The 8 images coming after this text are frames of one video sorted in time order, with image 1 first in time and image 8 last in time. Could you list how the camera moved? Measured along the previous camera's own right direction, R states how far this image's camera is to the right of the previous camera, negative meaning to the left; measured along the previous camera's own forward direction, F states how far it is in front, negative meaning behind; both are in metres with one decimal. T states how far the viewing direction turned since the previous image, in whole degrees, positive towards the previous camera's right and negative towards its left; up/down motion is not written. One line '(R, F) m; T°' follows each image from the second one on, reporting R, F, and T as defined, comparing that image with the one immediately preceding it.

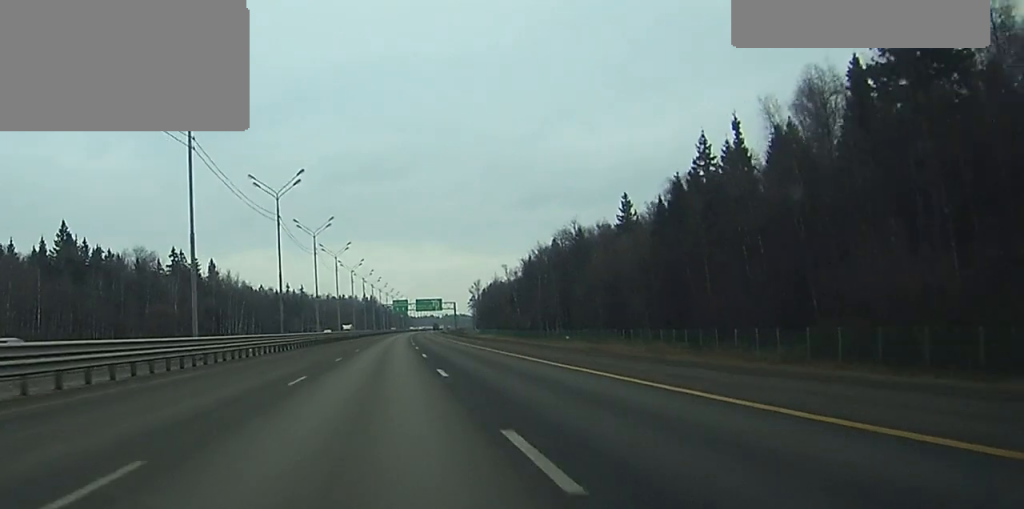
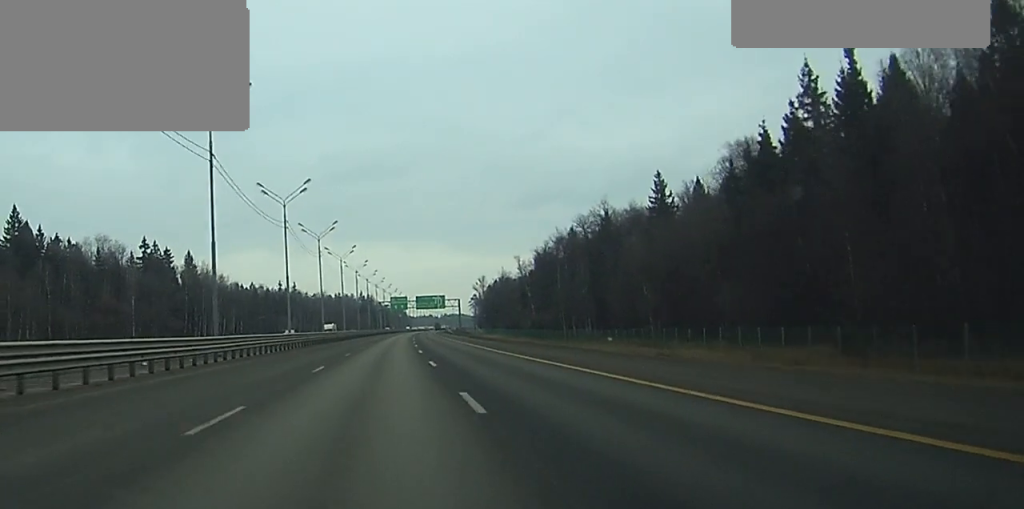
(+0.1, +26.3) m; 0°
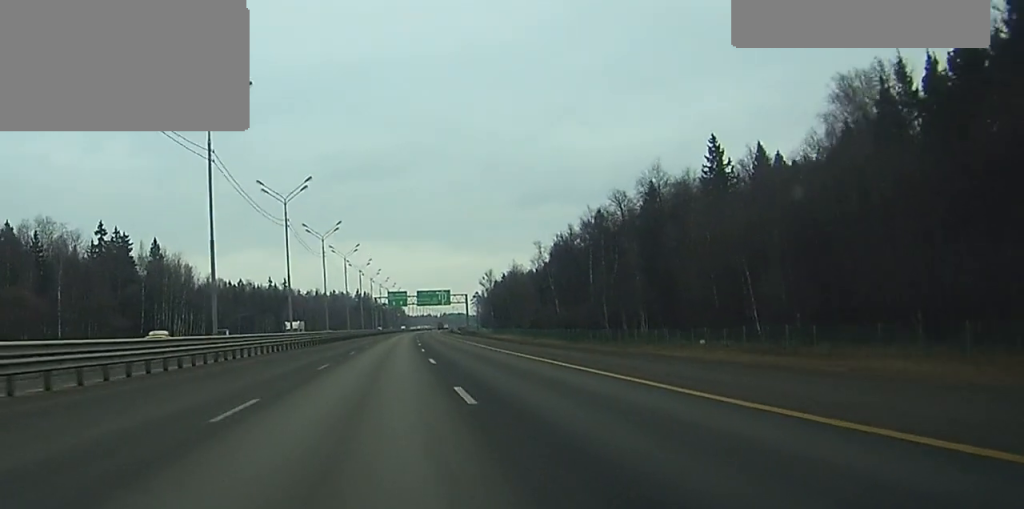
(0.0, +31.0) m; 0°
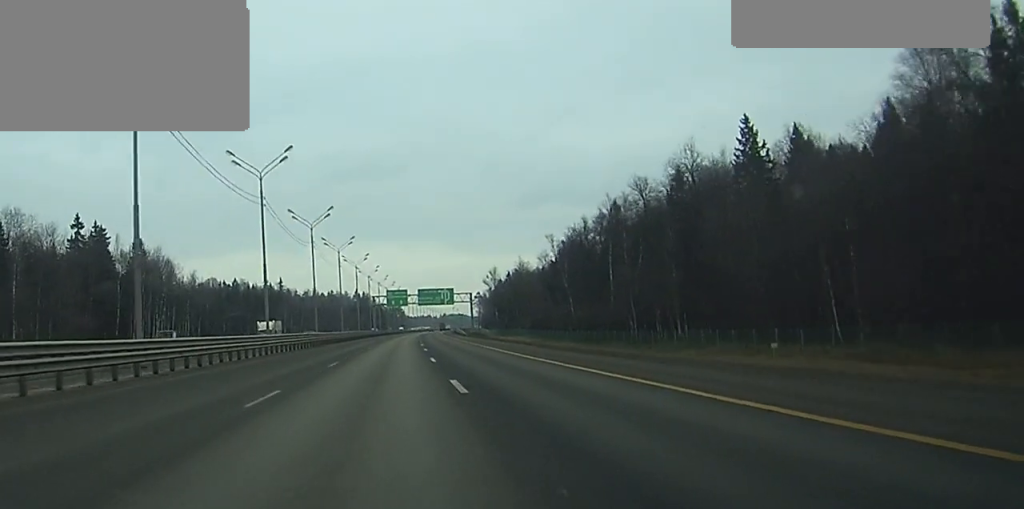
(0.0, +13.4) m; 0°
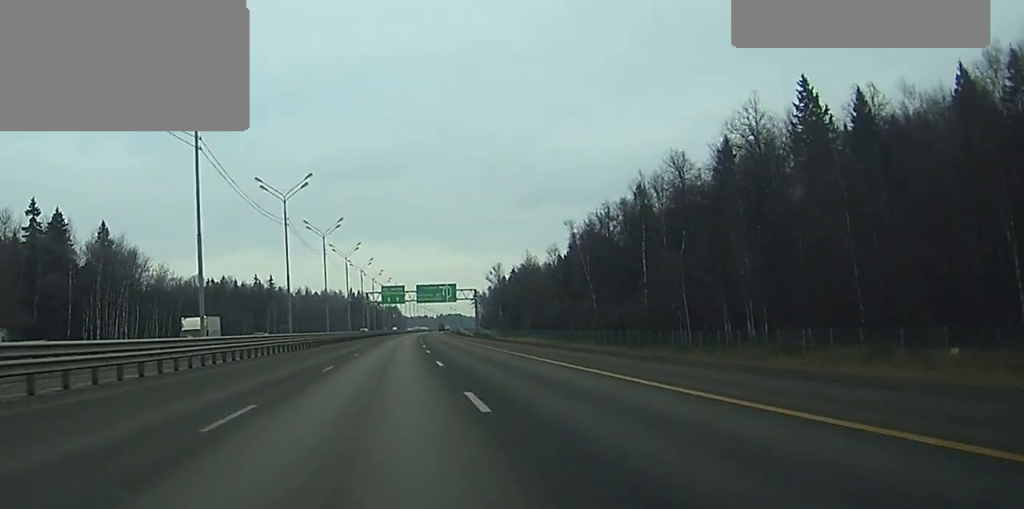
(0.0, +19.6) m; 0°
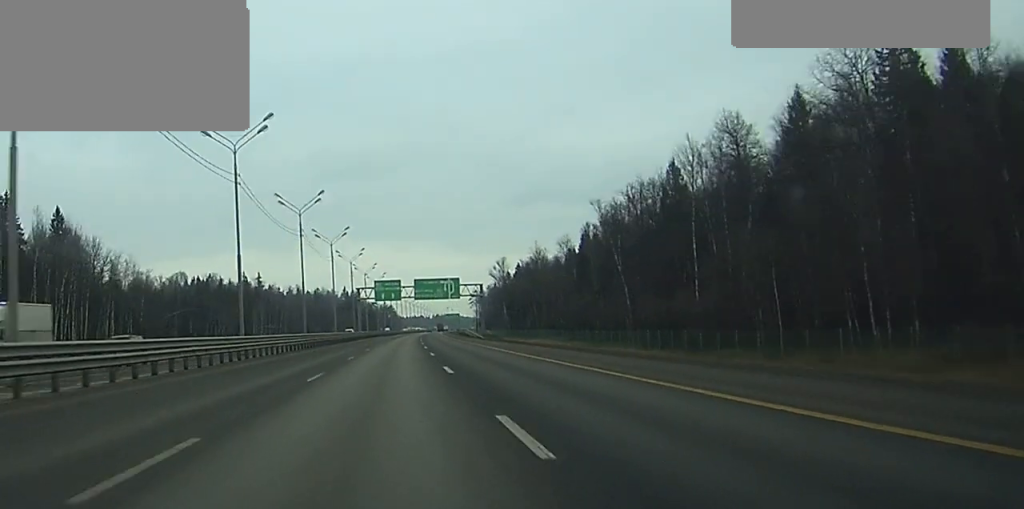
(0.0, +20.6) m; 0°
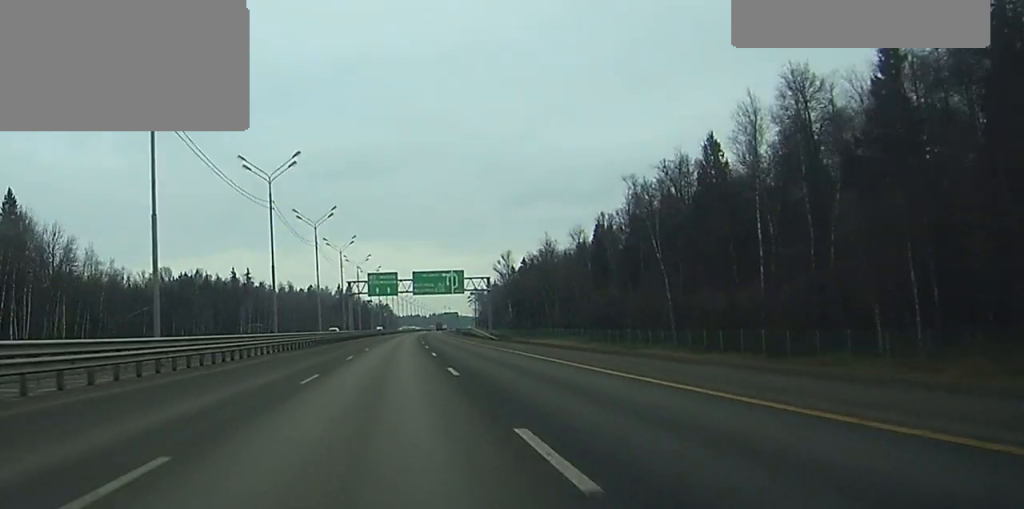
(+0.1, +17.6) m; 0°
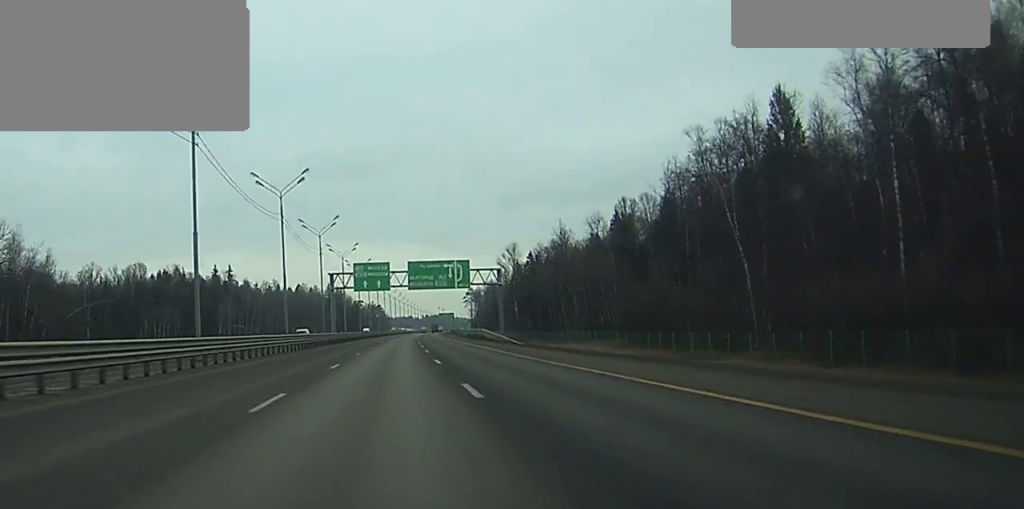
(+0.1, +22.7) m; 0°
